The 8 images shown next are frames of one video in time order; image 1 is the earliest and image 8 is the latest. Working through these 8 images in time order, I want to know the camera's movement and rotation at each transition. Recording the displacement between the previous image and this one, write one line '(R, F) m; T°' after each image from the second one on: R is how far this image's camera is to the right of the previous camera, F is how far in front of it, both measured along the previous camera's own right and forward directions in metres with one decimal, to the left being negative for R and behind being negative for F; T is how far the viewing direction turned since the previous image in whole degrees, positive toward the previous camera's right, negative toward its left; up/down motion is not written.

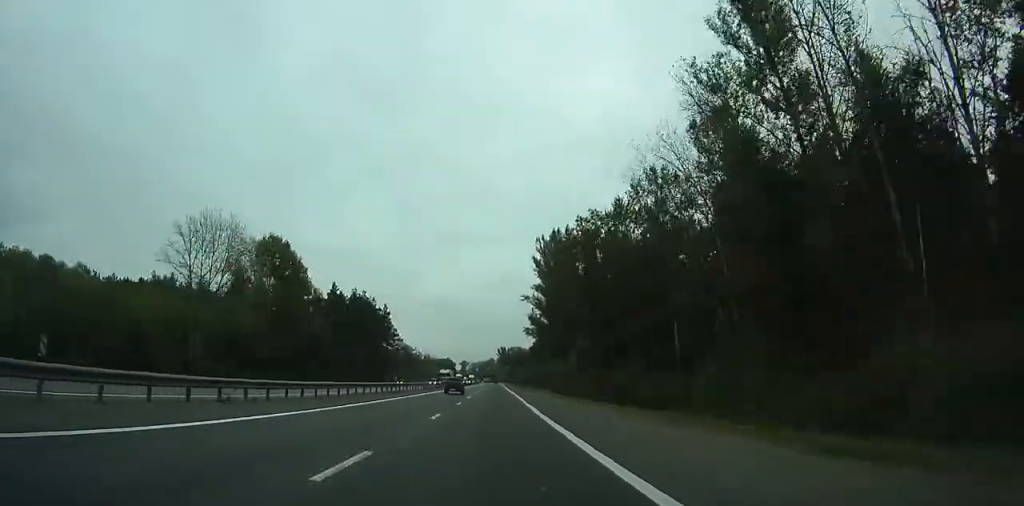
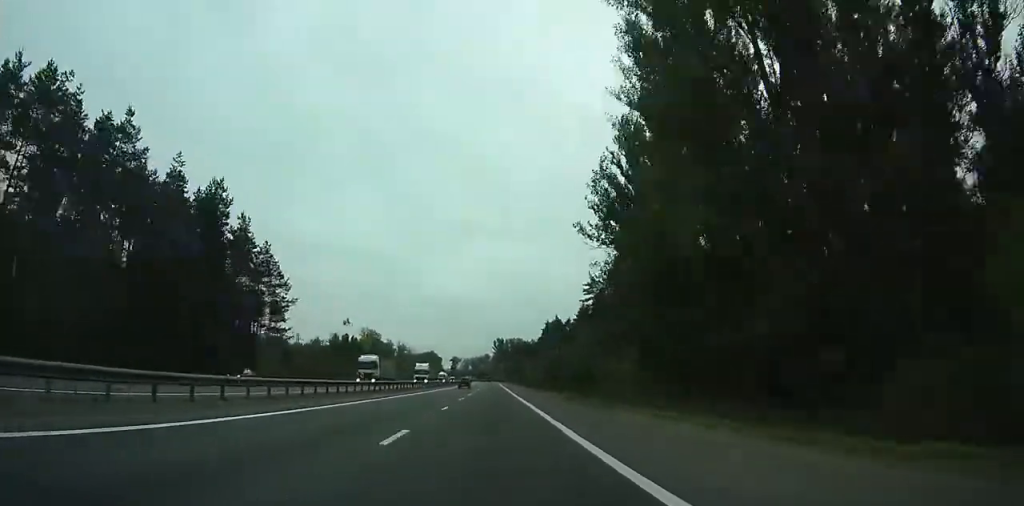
(-24.7, +87.0) m; -18°
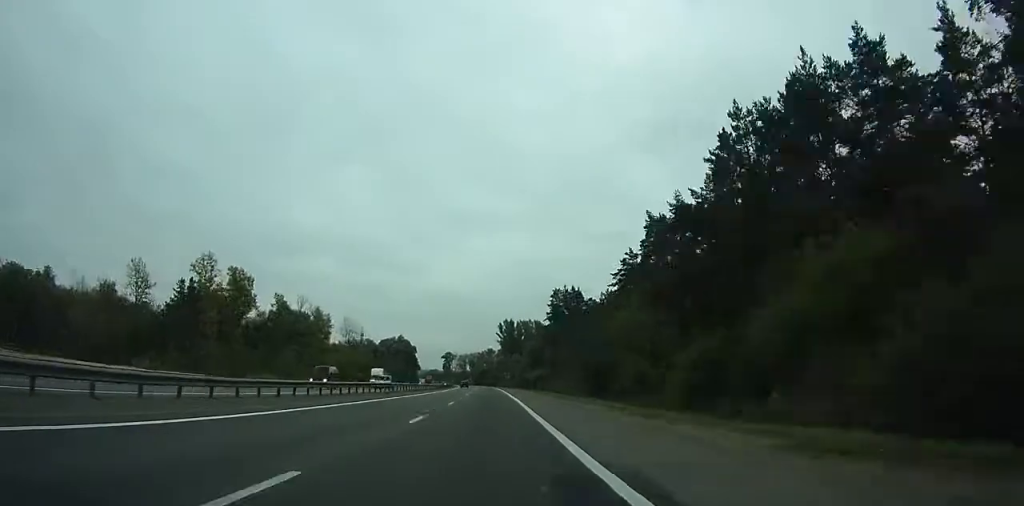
(+19.5, +160.0) m; +10°
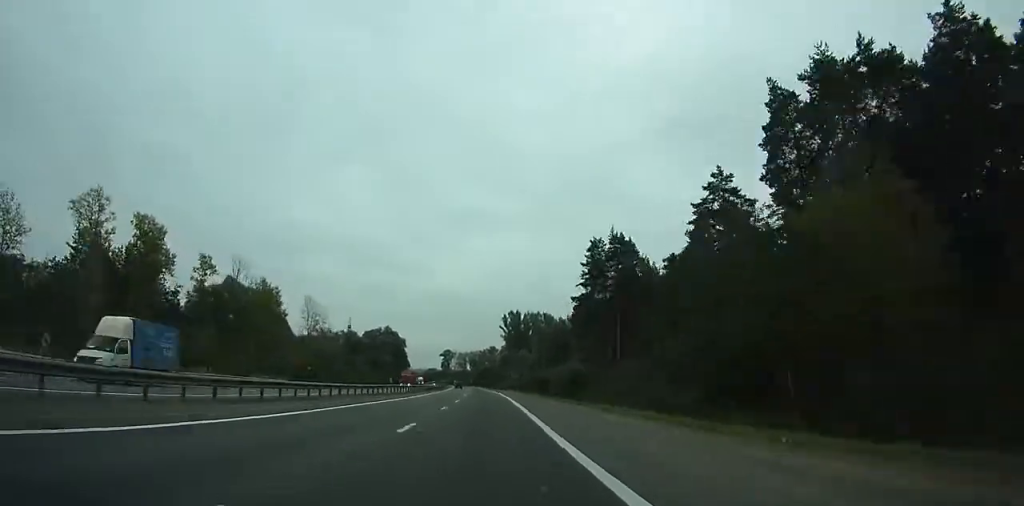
(+0.2, +38.8) m; 0°
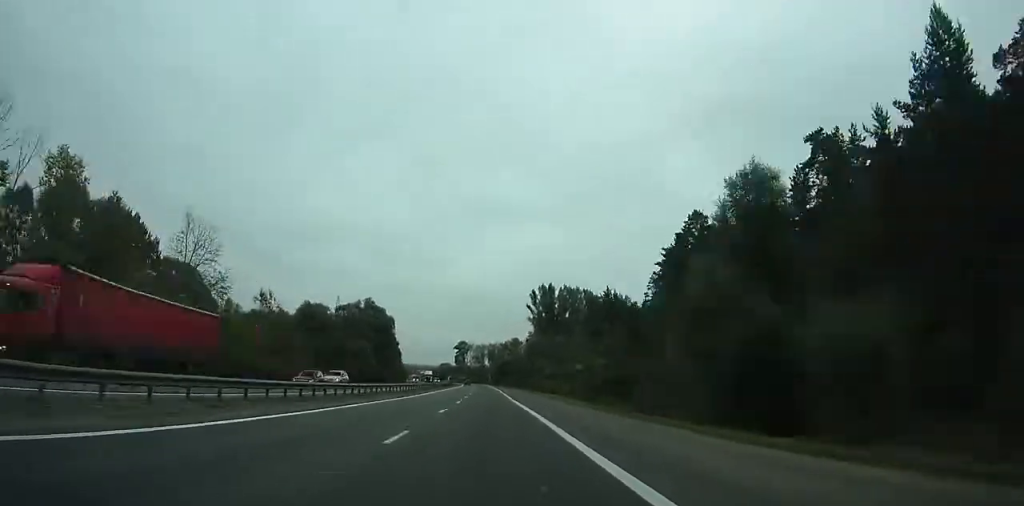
(-0.1, +63.1) m; -1°
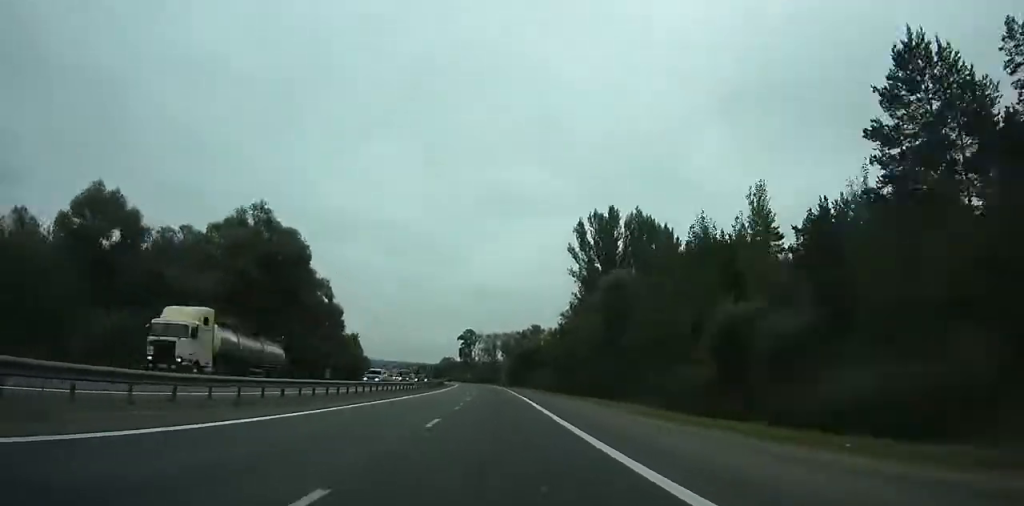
(-0.6, +78.2) m; 0°
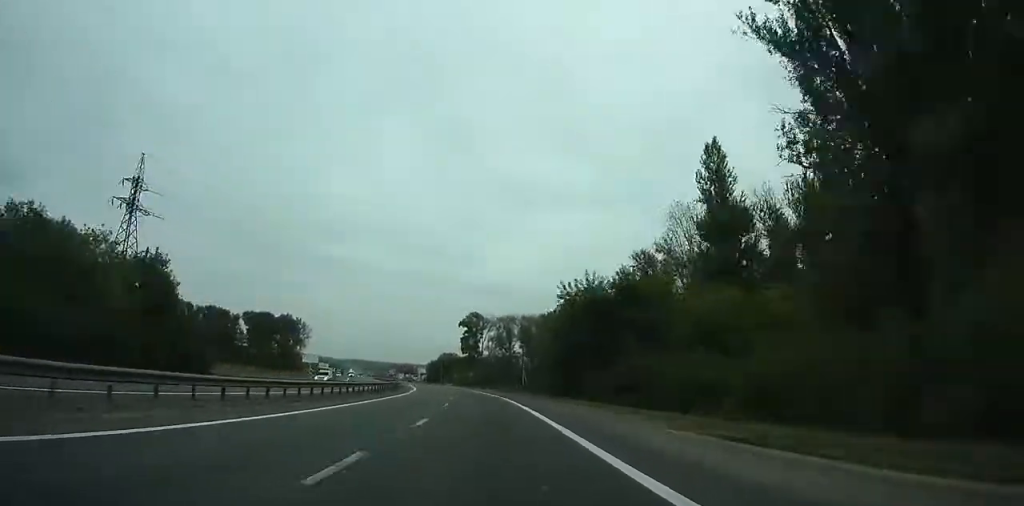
(-0.5, +80.0) m; -1°
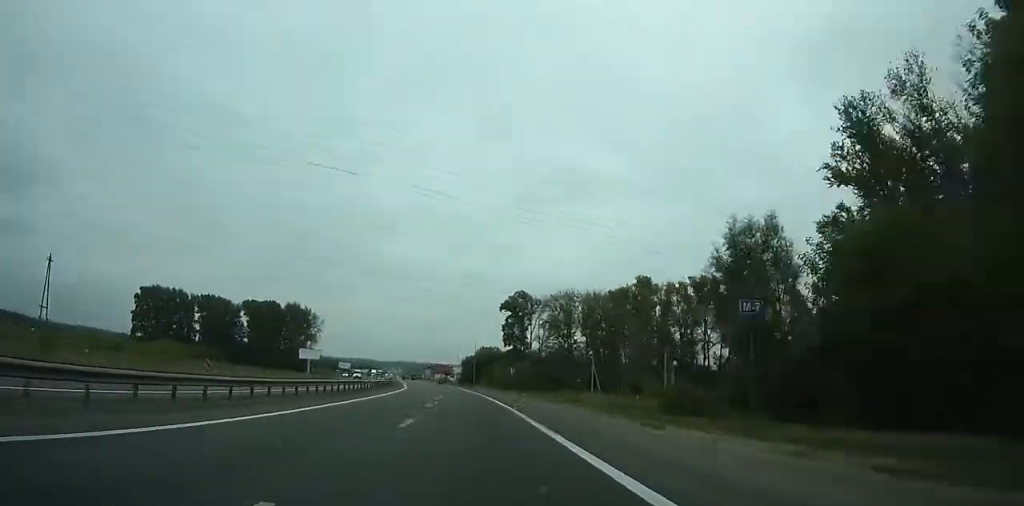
(-7.2, +51.6) m; +4°
